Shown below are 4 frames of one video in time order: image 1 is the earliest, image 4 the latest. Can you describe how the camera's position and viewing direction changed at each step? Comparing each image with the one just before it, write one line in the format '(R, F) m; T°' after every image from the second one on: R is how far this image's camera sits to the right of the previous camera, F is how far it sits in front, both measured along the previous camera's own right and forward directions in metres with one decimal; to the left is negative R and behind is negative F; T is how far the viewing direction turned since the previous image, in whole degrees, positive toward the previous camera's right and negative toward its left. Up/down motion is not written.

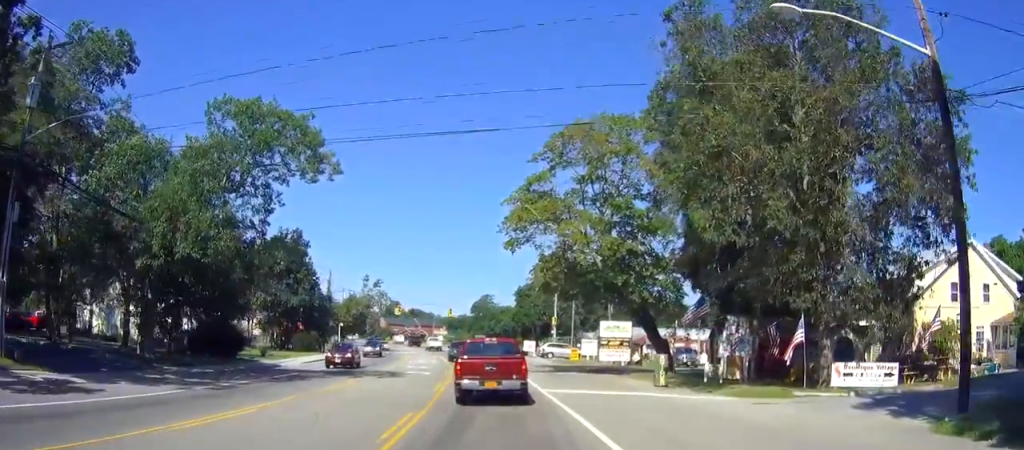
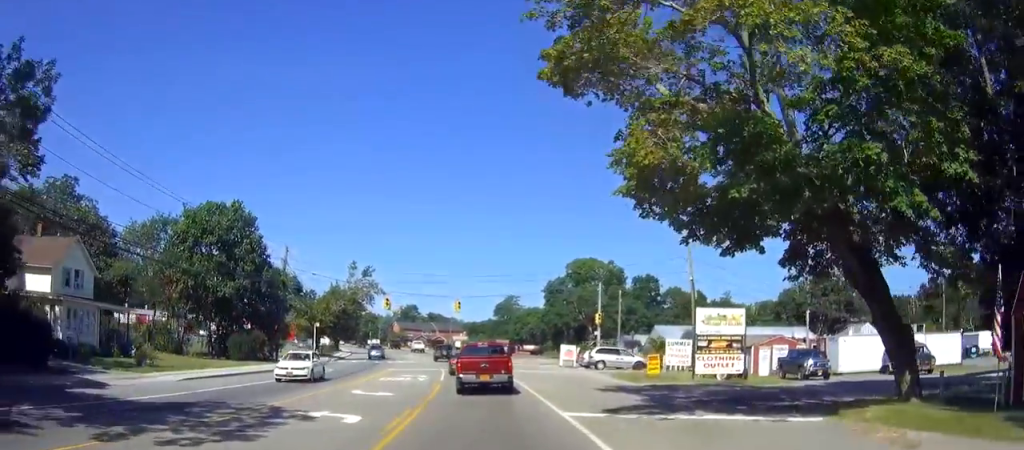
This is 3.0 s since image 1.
(-0.8, +23.7) m; -3°
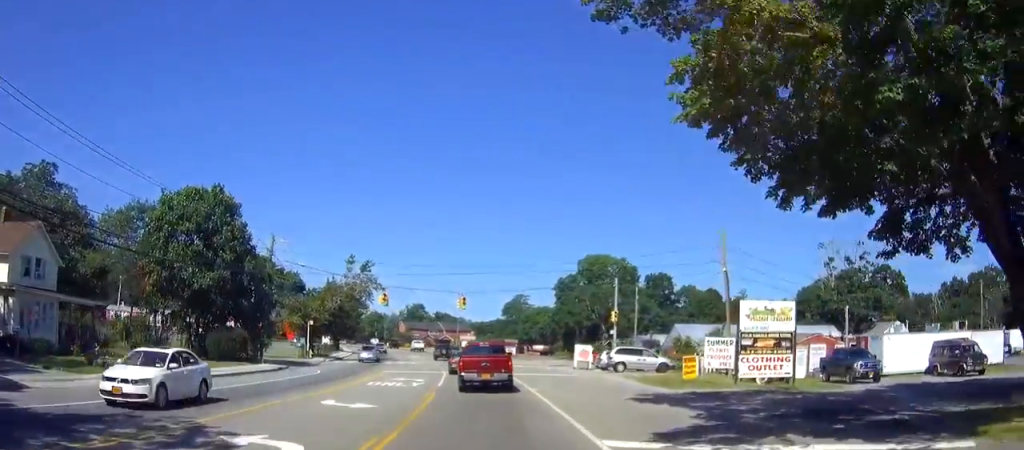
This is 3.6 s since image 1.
(0.0, +5.4) m; +1°
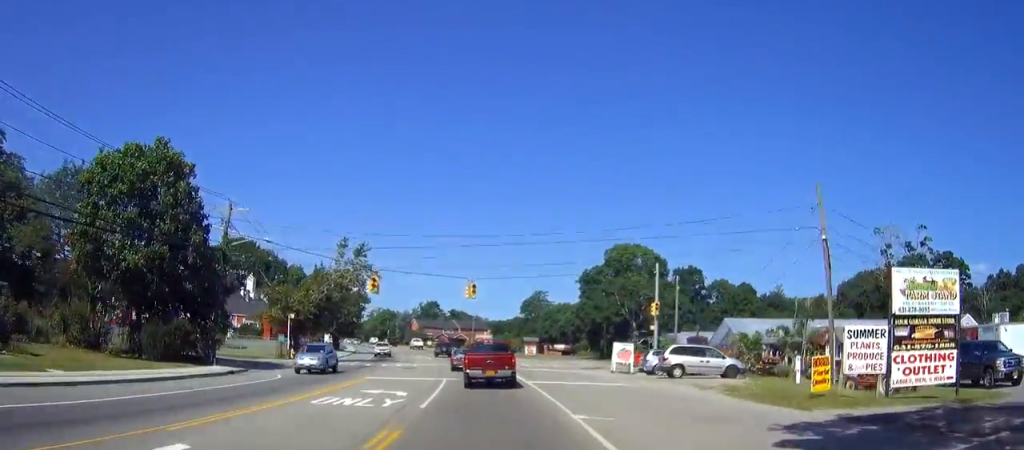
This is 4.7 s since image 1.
(+0.3, +11.3) m; +1°
